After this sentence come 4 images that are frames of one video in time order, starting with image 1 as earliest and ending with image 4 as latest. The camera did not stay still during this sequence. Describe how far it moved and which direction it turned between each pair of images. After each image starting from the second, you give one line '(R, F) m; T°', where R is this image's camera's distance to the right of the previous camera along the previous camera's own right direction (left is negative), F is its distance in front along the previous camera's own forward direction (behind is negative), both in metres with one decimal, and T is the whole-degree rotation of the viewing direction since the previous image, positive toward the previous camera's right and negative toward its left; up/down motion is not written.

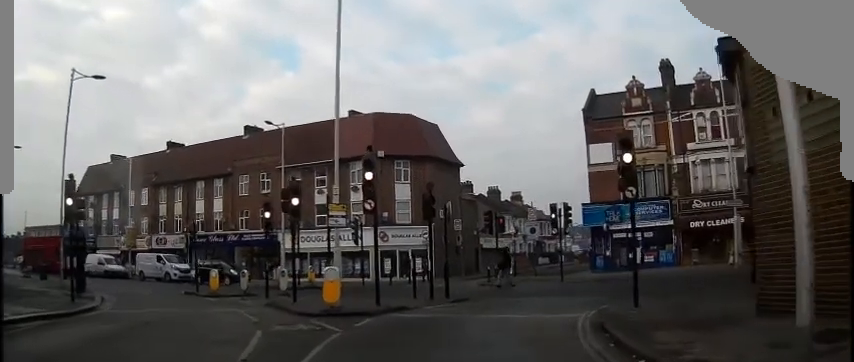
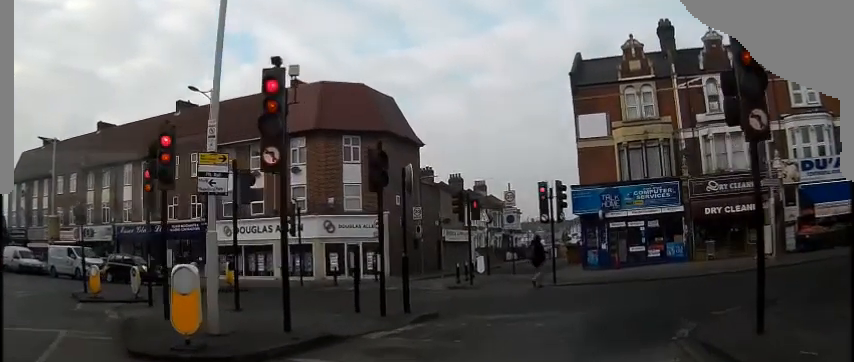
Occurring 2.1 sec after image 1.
(0.0, +6.7) m; +3°
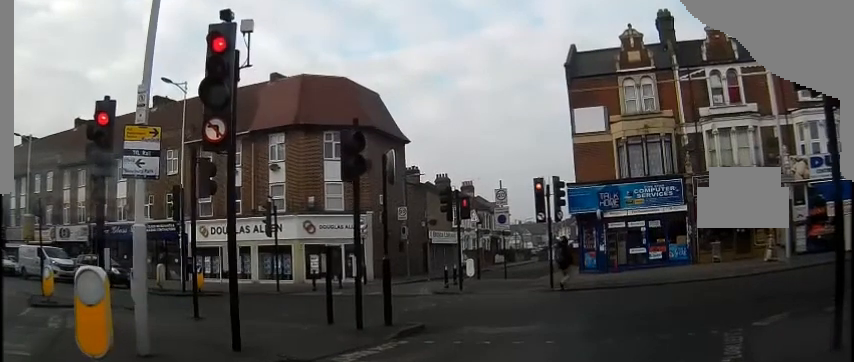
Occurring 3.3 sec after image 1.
(+0.1, +2.8) m; +3°
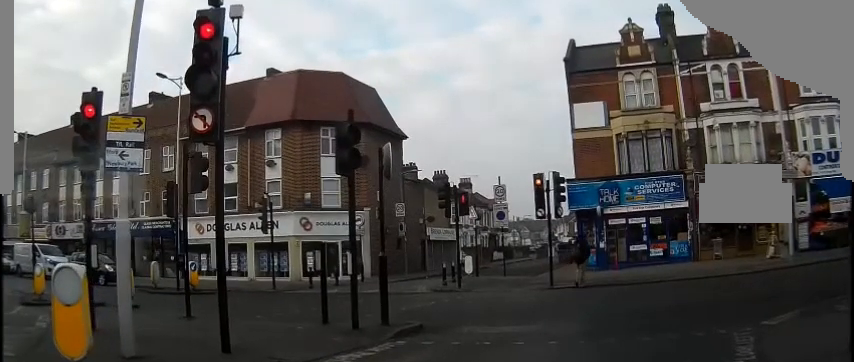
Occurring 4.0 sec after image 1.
(+0.2, +1.0) m; 0°
